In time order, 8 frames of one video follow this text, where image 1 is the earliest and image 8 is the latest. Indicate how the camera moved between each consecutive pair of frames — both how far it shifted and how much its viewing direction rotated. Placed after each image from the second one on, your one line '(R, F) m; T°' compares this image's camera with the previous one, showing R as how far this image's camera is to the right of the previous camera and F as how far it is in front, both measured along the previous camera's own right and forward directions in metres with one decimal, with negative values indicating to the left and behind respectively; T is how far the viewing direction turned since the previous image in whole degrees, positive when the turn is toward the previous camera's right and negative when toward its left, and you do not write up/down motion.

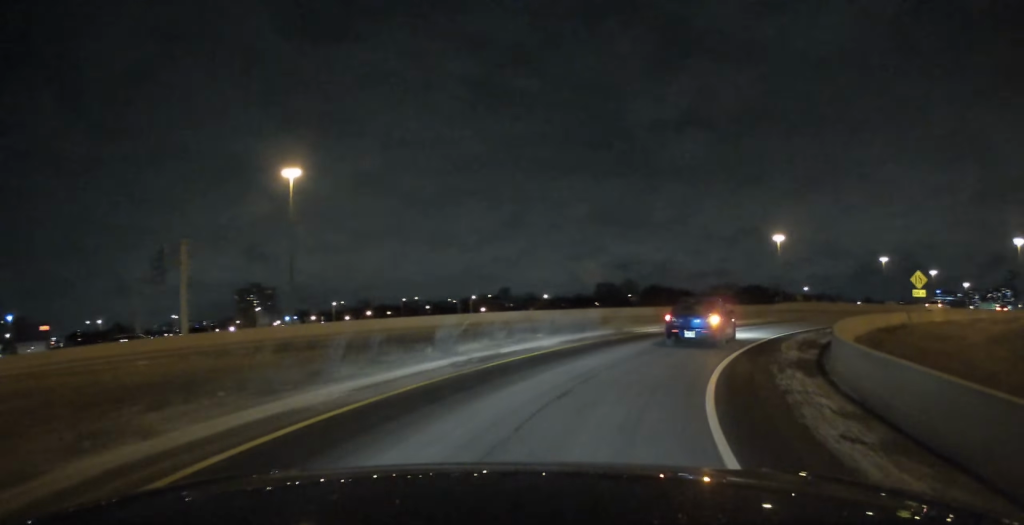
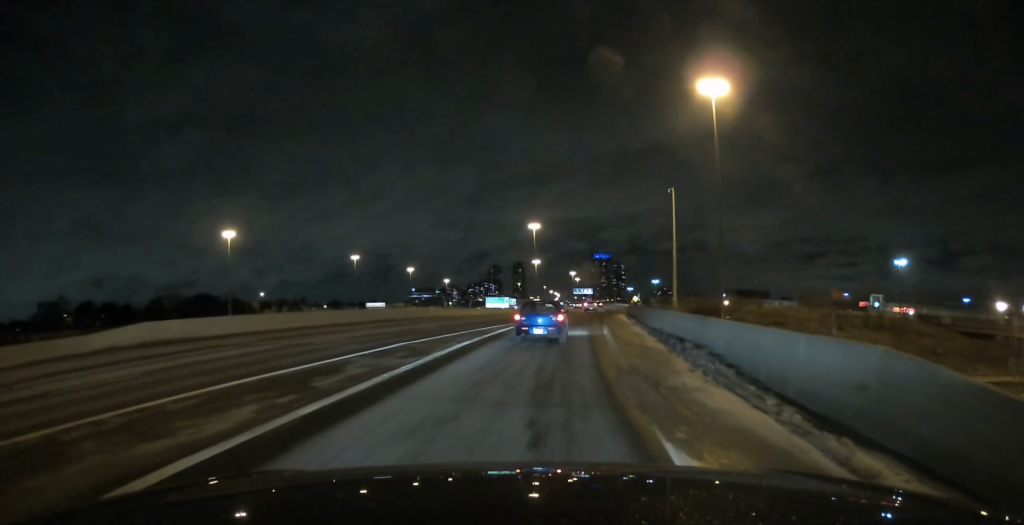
(+21.1, +43.9) m; +41°
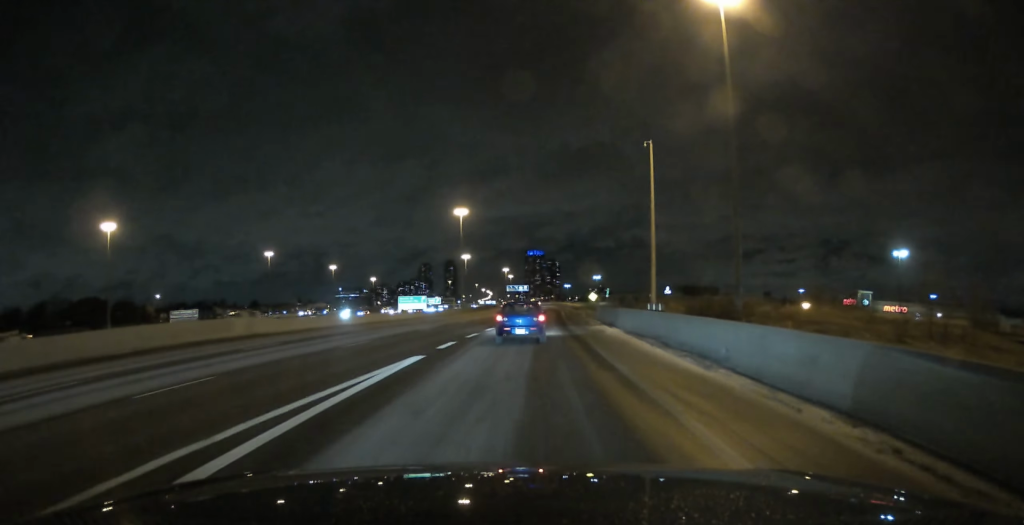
(+4.5, +34.9) m; +10°
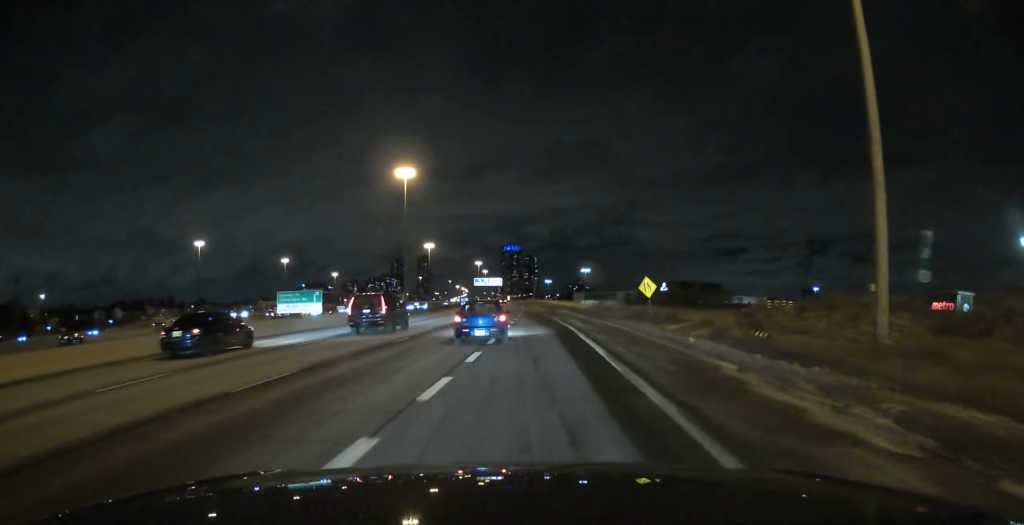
(+2.5, +59.0) m; +2°
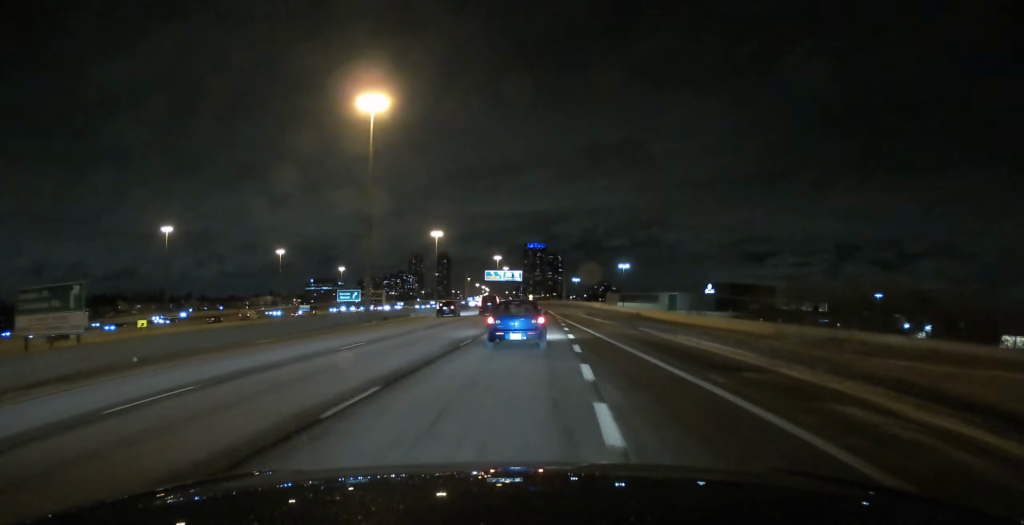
(-0.1, +51.5) m; 0°
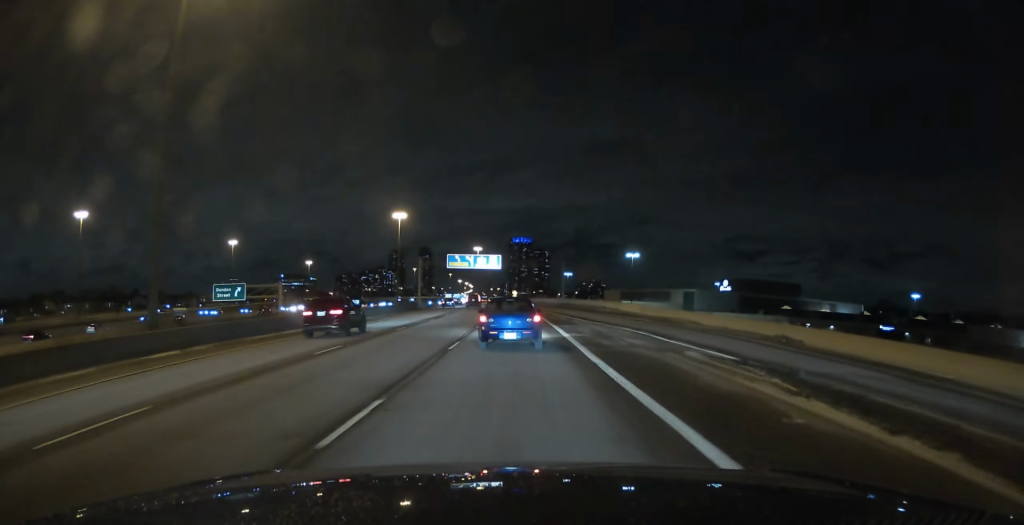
(+0.1, +50.8) m; 0°
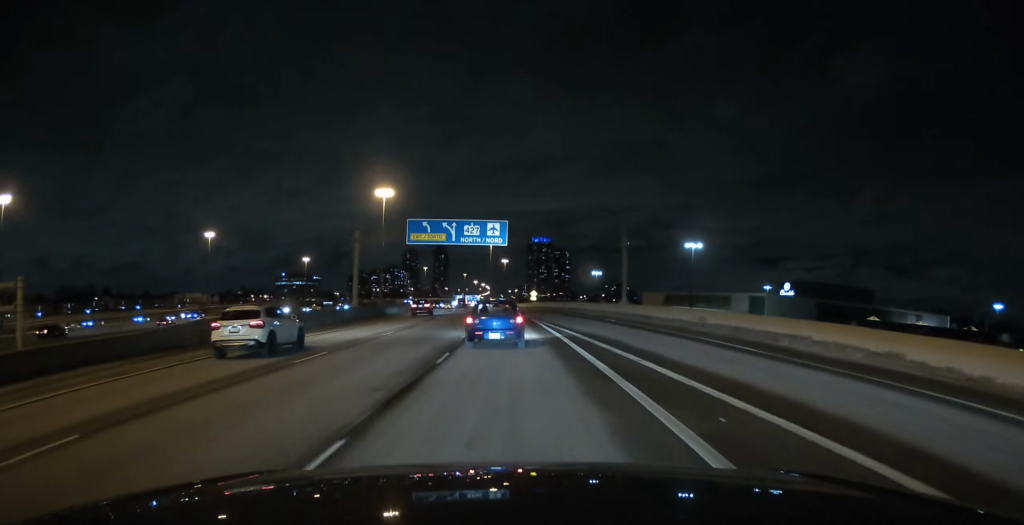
(-0.3, +52.7) m; -2°
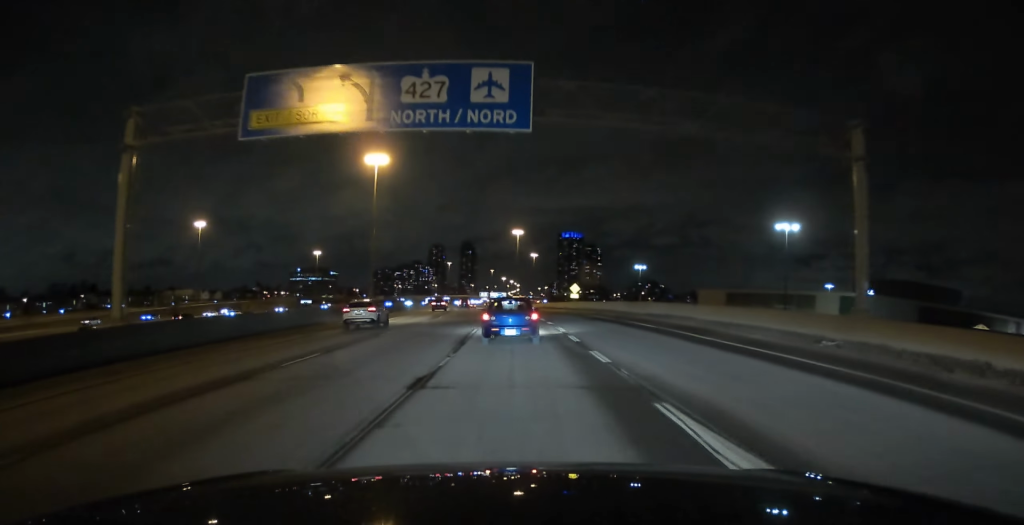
(-0.3, +38.9) m; -2°
